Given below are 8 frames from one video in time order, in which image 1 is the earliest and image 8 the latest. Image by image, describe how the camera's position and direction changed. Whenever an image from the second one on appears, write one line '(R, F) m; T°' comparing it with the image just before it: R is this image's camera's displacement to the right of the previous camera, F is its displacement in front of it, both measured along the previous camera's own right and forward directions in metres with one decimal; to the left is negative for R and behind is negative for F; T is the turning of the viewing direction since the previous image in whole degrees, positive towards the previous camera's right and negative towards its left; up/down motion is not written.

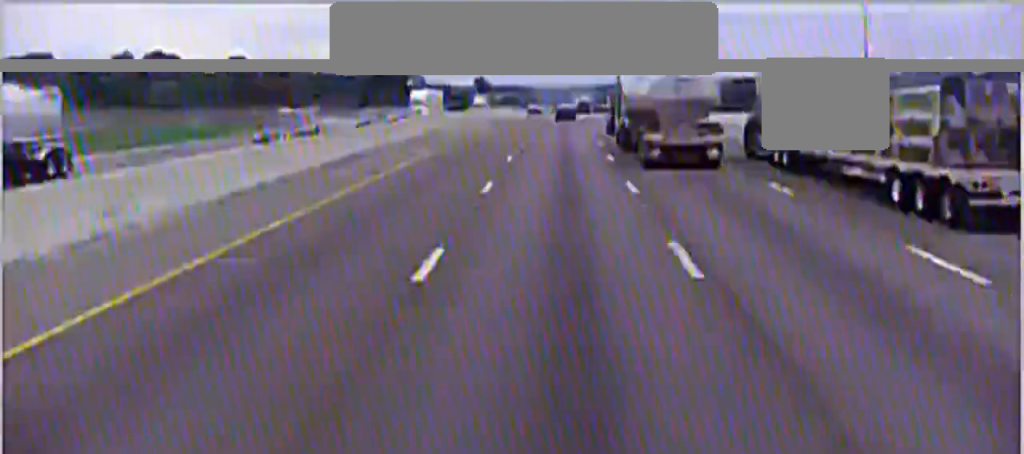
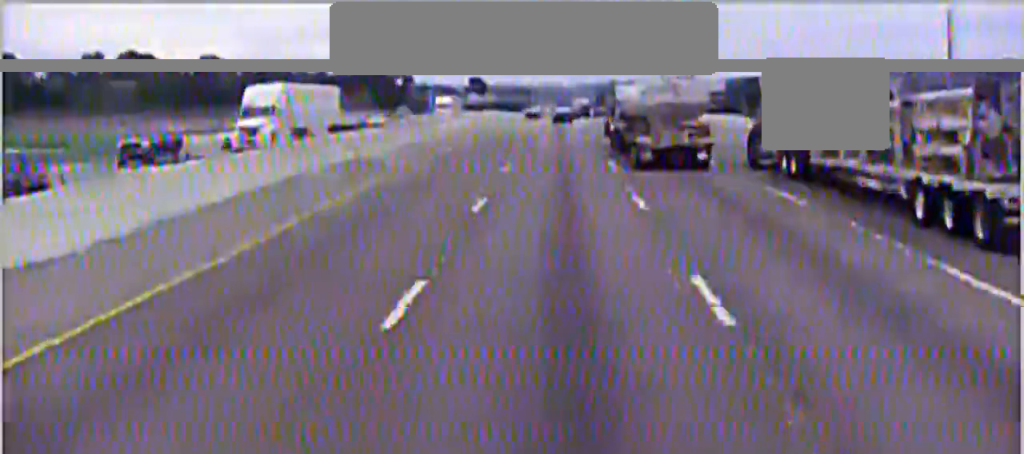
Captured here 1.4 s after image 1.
(+0.2, +34.5) m; 0°
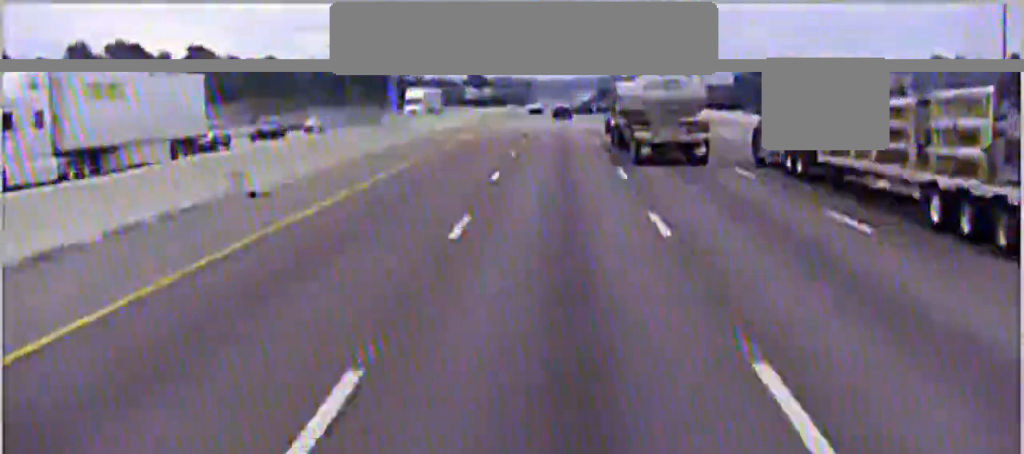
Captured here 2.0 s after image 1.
(0.0, +14.2) m; 0°
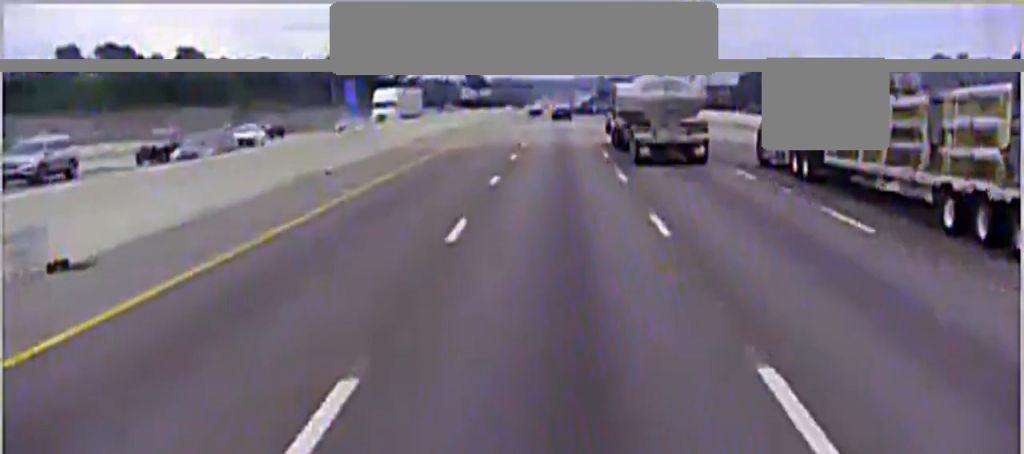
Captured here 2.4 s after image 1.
(-0.1, +10.2) m; 0°
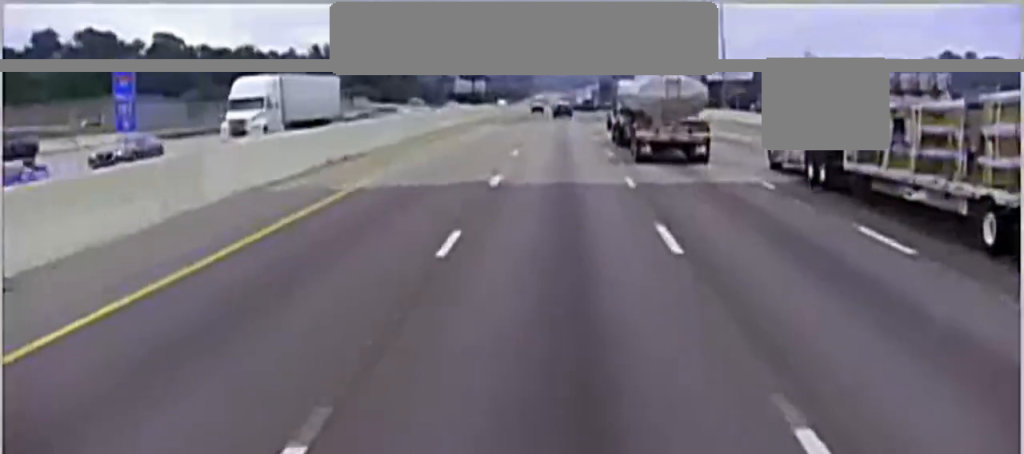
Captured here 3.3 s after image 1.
(-0.1, +22.7) m; 0°
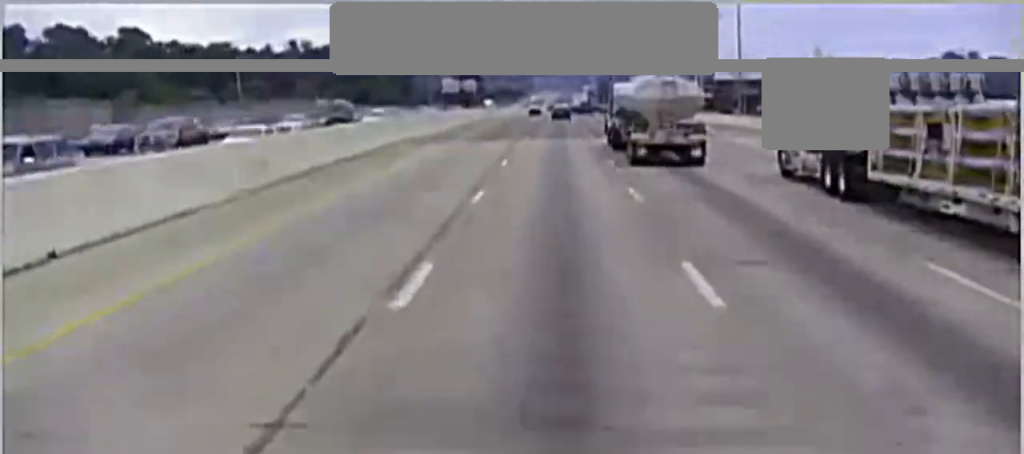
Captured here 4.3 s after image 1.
(+0.1, +27.3) m; 0°
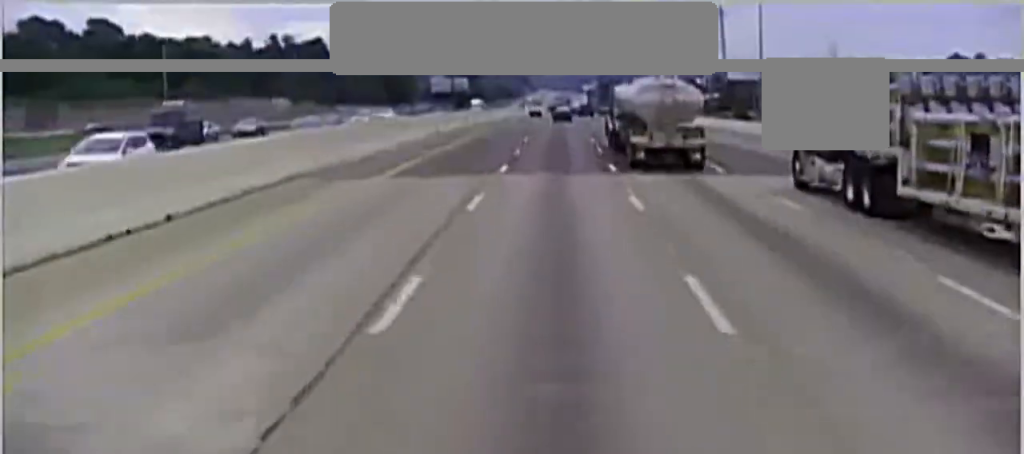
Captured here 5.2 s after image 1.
(+0.1, +26.7) m; 0°
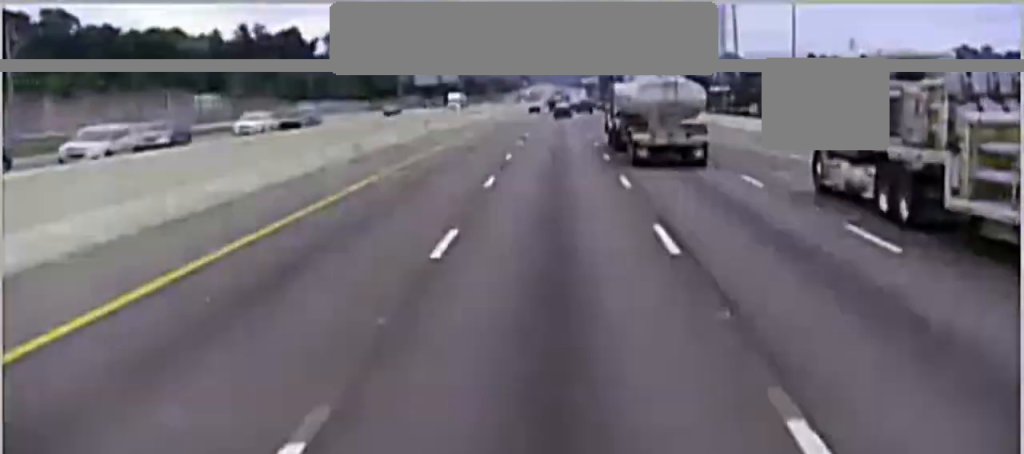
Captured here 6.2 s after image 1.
(0.0, +36.0) m; 0°
